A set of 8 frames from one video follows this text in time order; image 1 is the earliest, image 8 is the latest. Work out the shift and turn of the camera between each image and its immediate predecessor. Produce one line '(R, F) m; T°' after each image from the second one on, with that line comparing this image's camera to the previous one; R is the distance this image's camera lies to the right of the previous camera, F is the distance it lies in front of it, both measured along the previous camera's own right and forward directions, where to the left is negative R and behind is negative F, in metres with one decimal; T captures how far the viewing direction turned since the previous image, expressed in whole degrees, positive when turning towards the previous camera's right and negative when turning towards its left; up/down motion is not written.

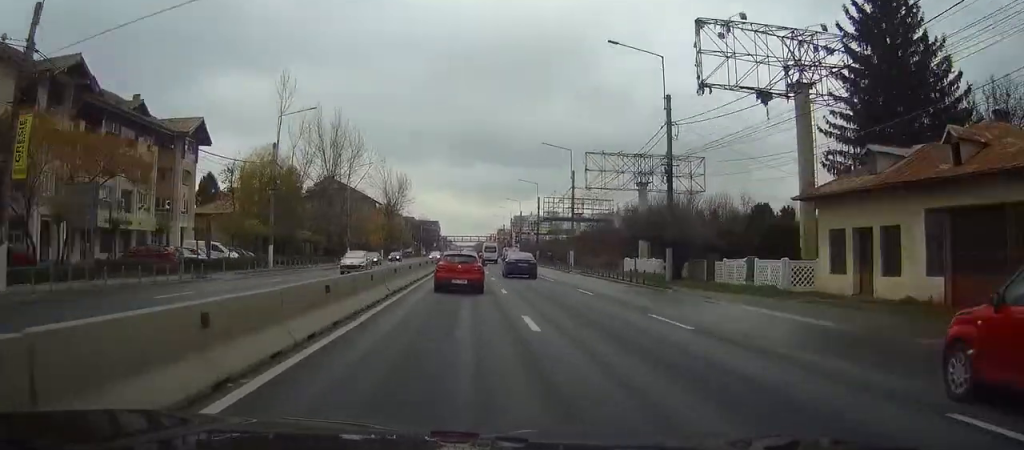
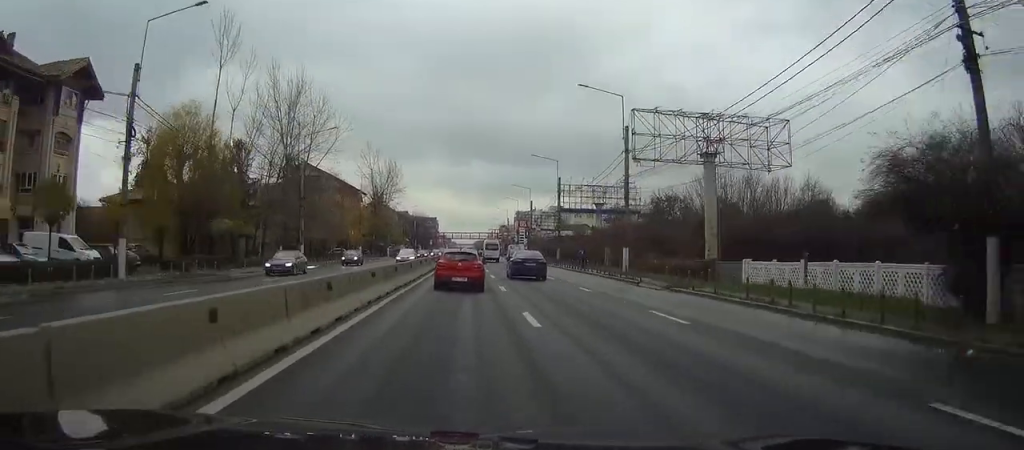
(-0.1, +23.9) m; 0°
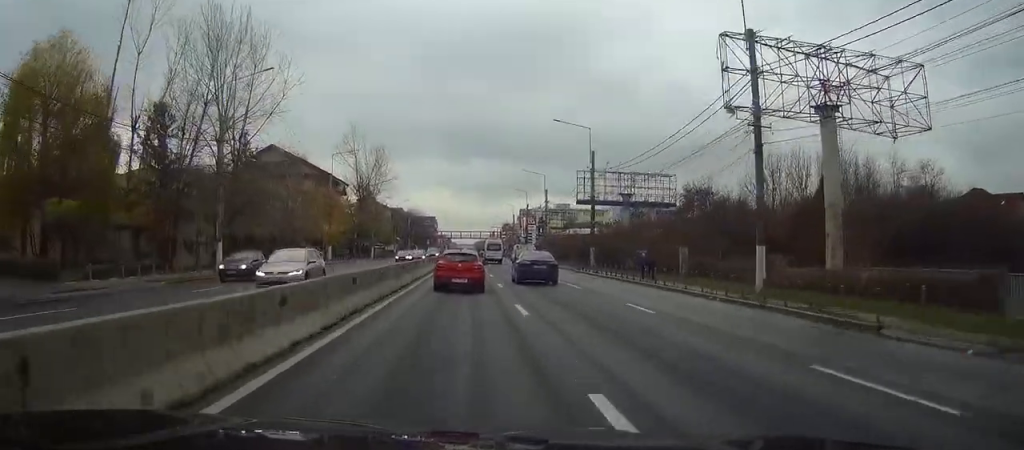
(0.0, +21.6) m; 0°
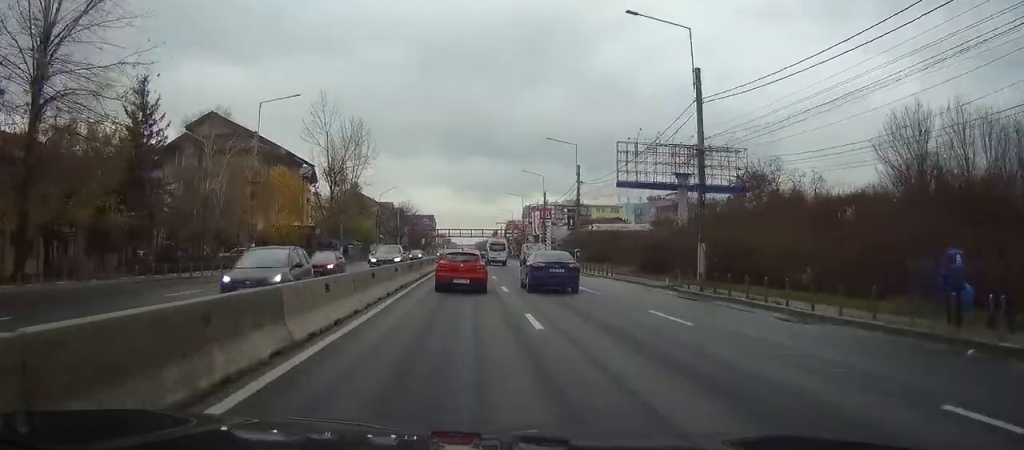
(+0.1, +27.4) m; 0°
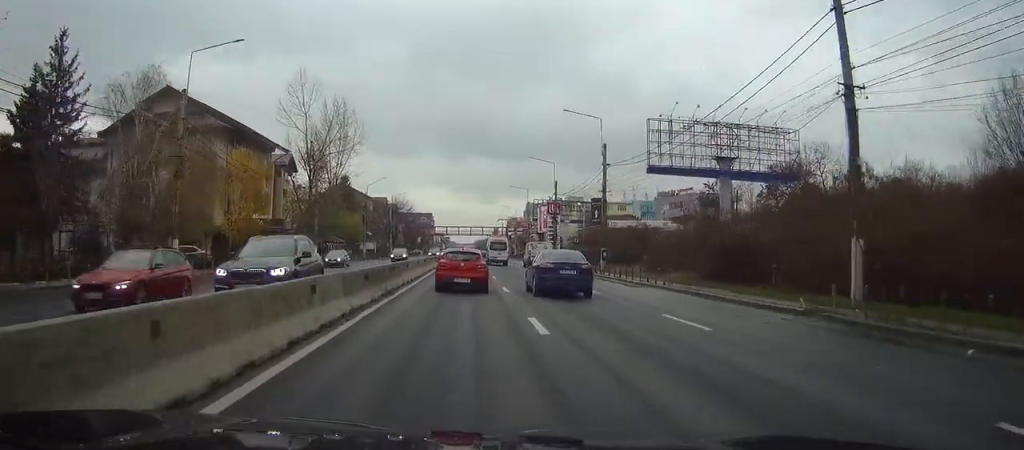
(0.0, +13.2) m; 0°
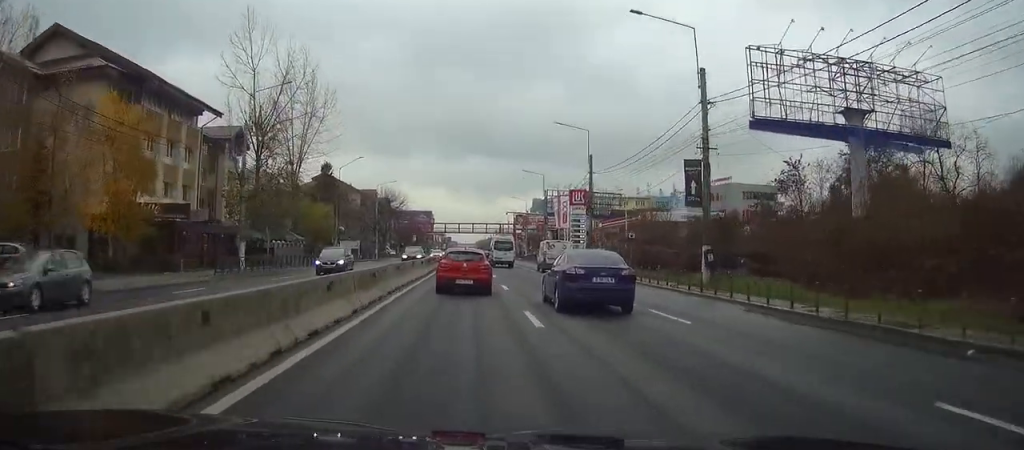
(-0.1, +23.0) m; 0°
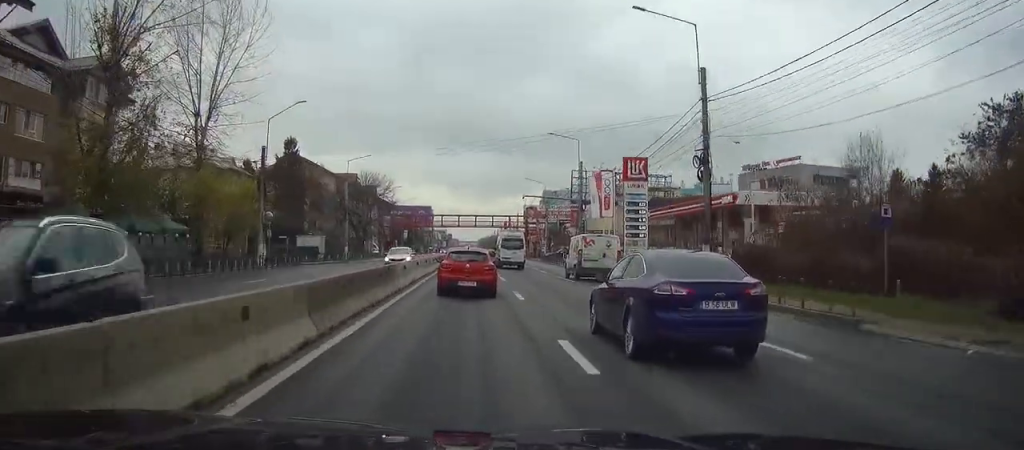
(0.0, +29.4) m; 0°
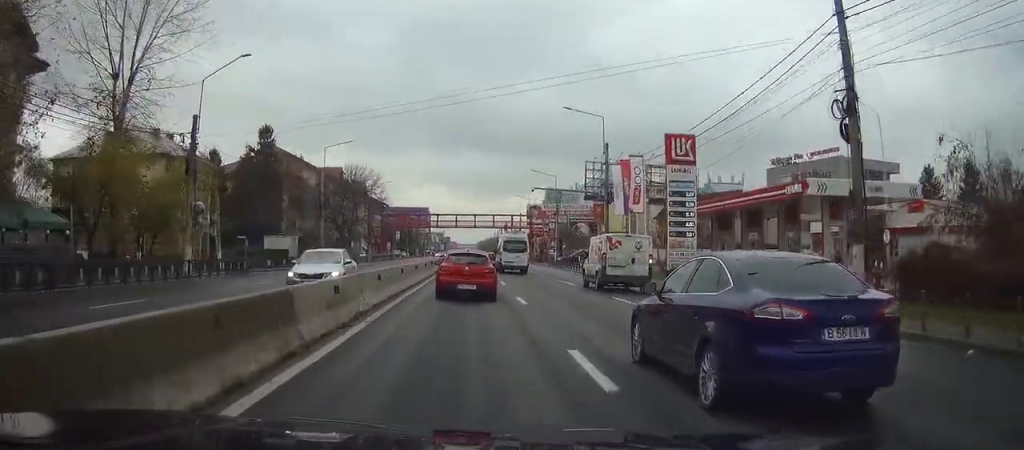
(0.0, +13.0) m; 0°
